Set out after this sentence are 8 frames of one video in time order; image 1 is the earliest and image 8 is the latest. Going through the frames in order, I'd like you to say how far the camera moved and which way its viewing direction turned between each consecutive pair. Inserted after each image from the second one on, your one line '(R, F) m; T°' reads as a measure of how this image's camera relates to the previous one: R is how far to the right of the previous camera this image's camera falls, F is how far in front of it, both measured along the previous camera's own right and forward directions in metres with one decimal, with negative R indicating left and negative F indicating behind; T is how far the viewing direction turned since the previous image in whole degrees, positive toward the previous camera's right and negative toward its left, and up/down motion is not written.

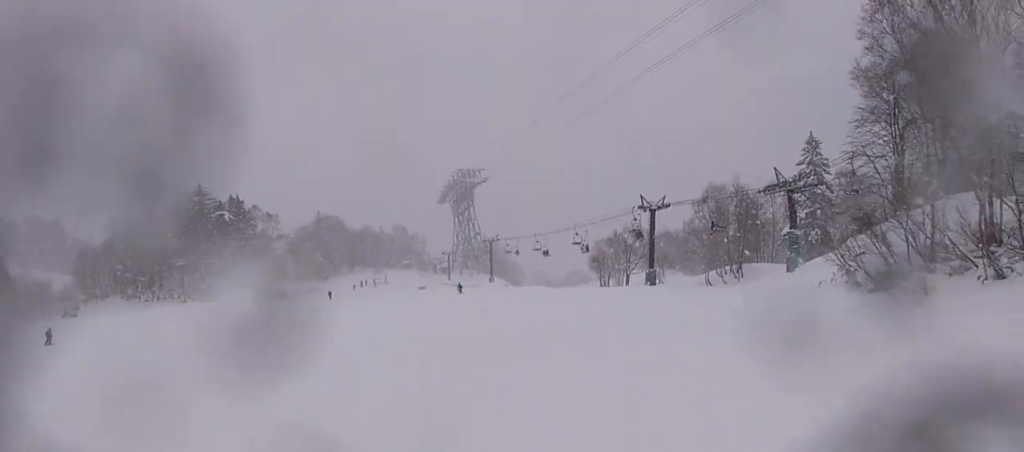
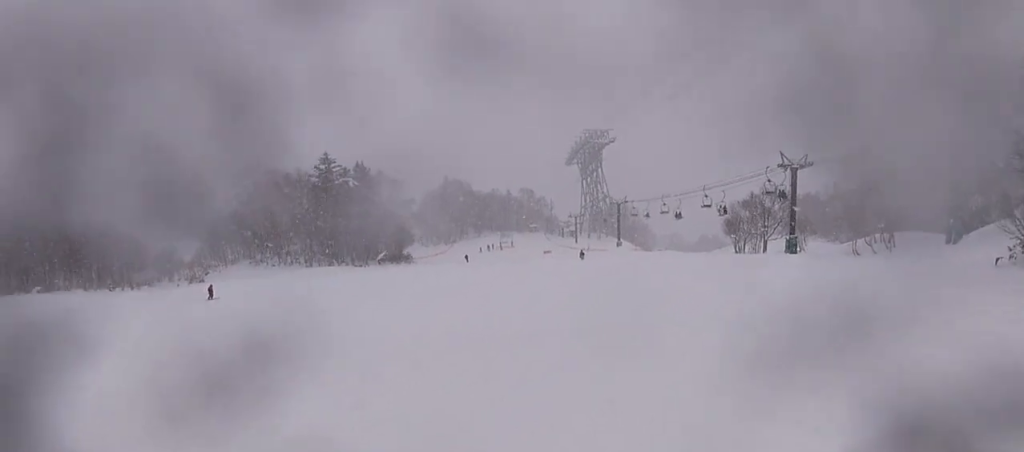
(+0.4, +3.4) m; -7°
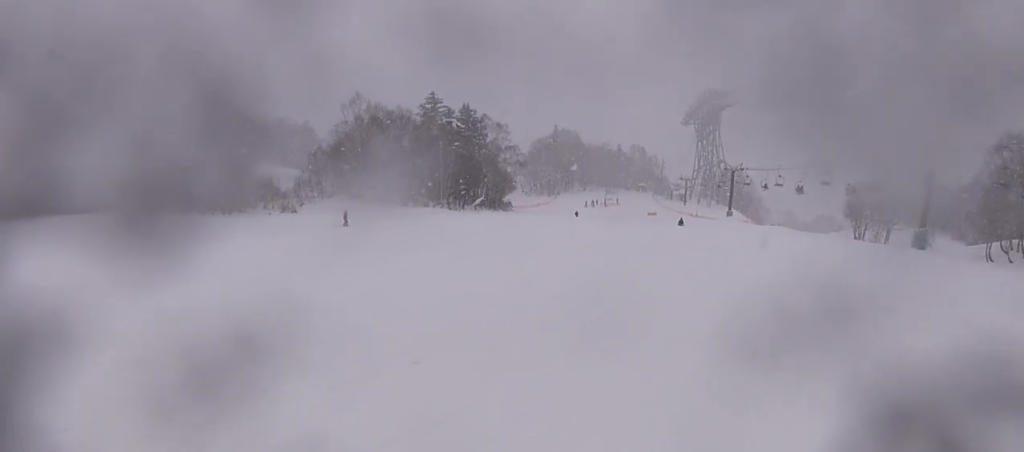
(-1.0, +3.3) m; -13°
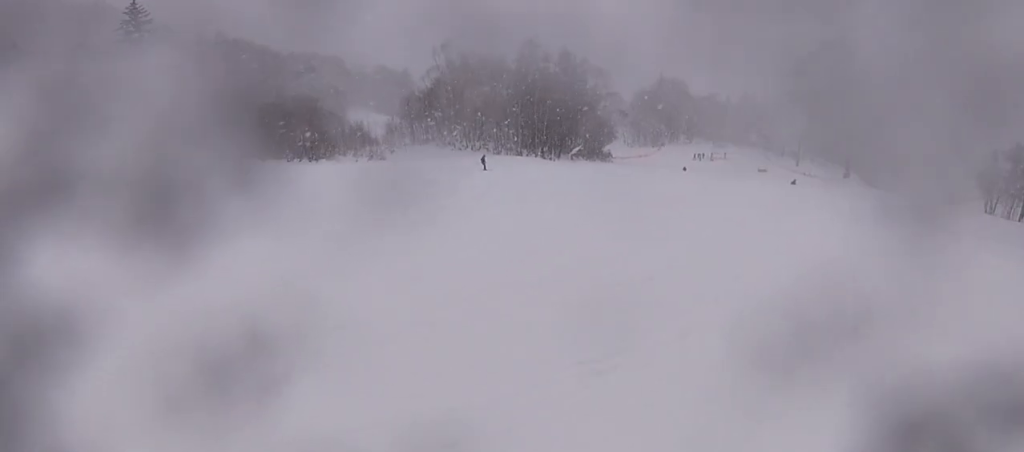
(-0.5, +3.8) m; -6°
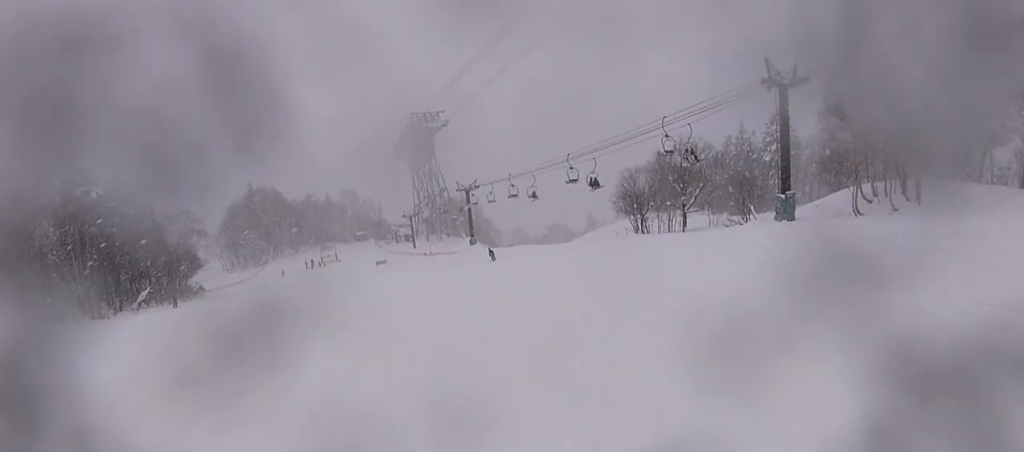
(+4.9, +15.9) m; +26°
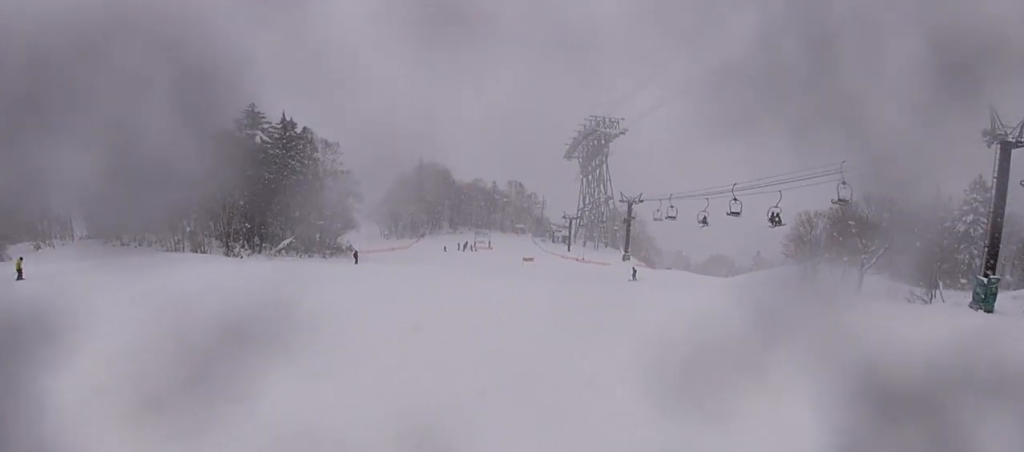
(0.0, +4.4) m; -1°
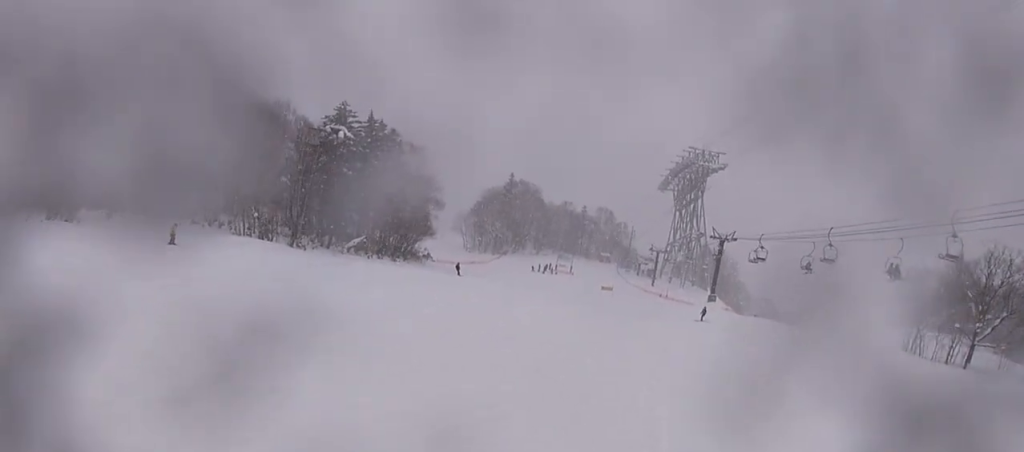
(-0.1, +4.1) m; -13°
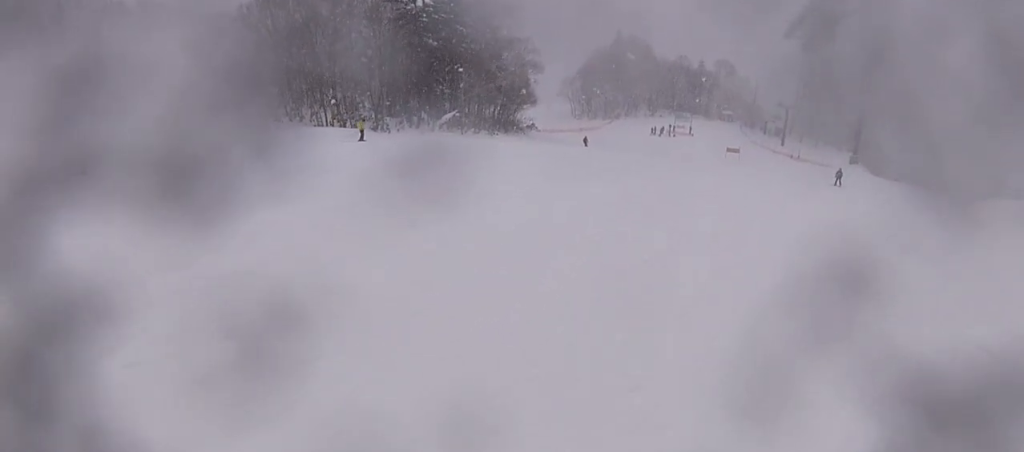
(-1.0, +4.9) m; -15°
